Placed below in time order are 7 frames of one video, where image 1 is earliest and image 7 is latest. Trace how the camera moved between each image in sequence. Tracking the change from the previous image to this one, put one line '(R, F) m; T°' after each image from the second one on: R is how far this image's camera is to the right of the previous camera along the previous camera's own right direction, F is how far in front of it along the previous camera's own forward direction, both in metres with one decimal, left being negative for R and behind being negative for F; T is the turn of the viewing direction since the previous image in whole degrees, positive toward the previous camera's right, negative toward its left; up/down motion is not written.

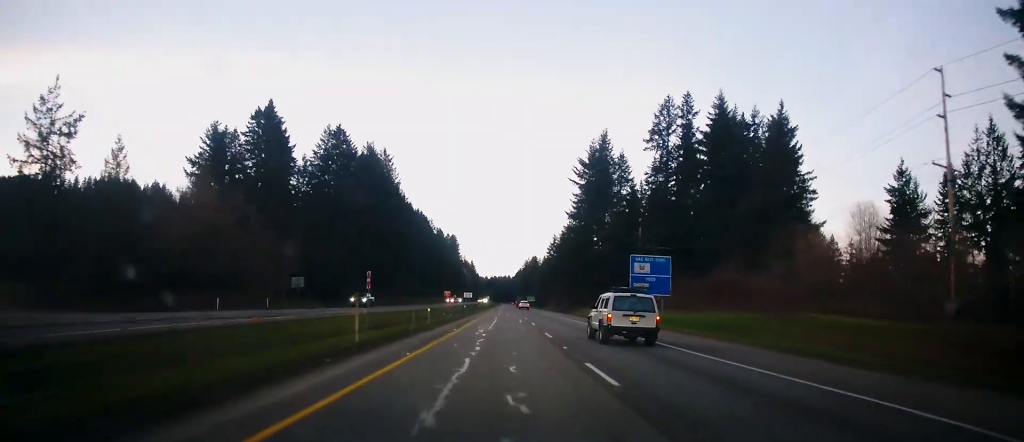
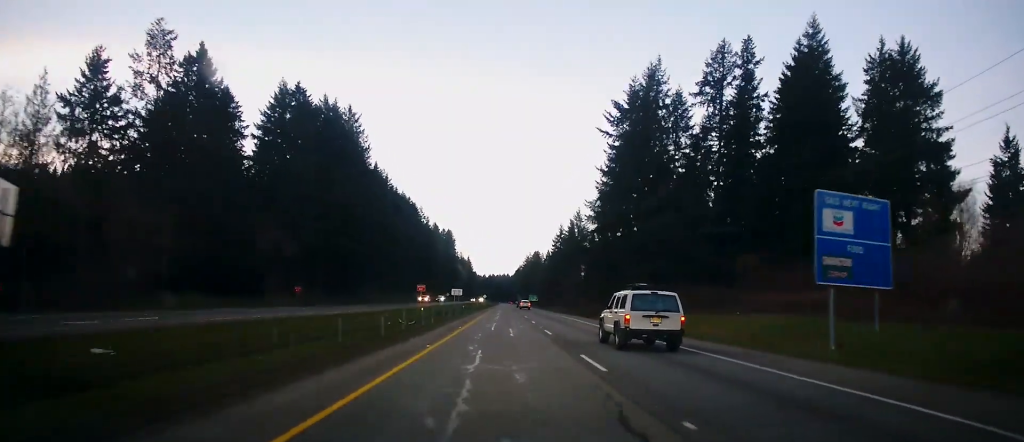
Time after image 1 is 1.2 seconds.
(+0.4, +34.7) m; +1°
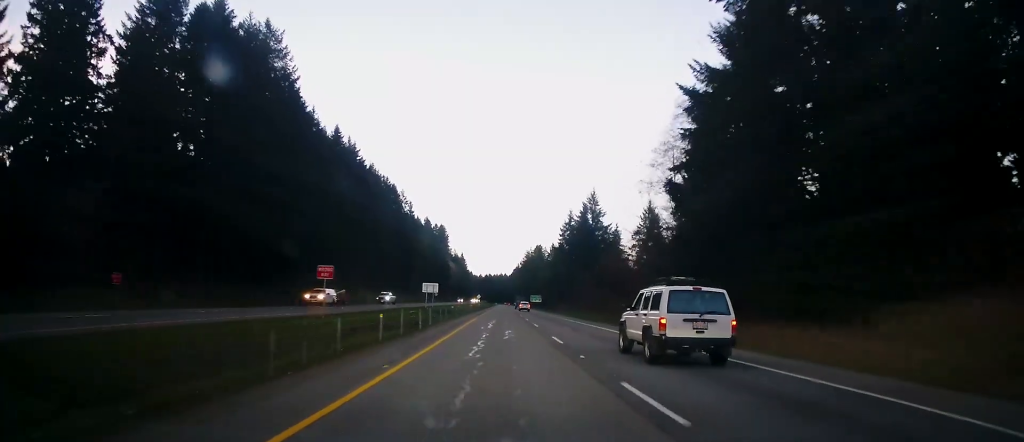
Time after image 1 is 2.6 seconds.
(+0.4, +41.6) m; 0°
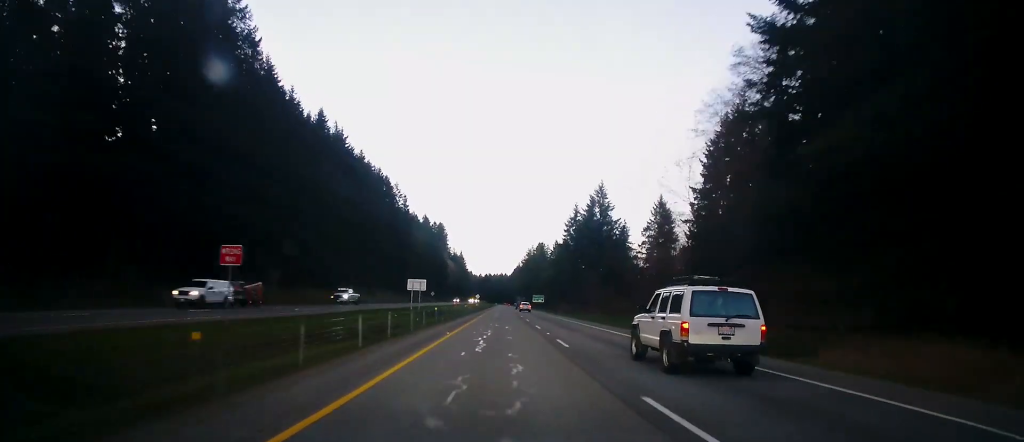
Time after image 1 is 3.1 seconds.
(0.0, +13.5) m; 0°
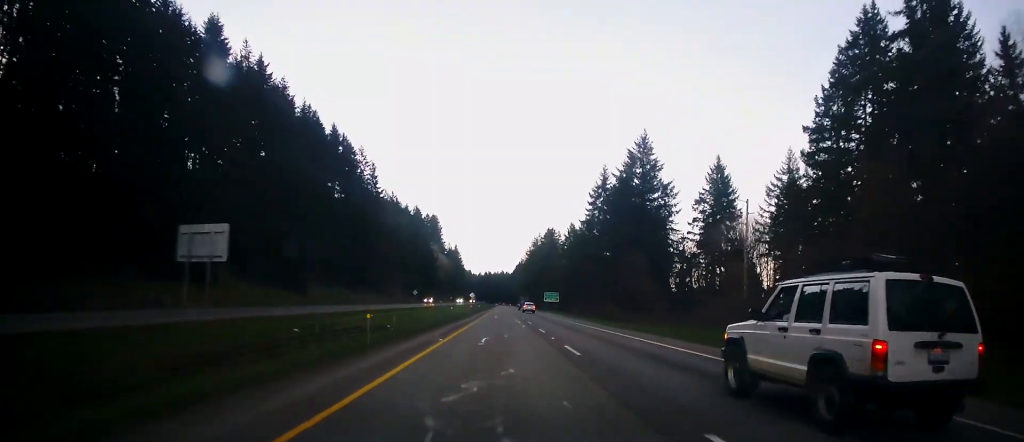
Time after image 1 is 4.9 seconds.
(0.0, +51.6) m; +1°
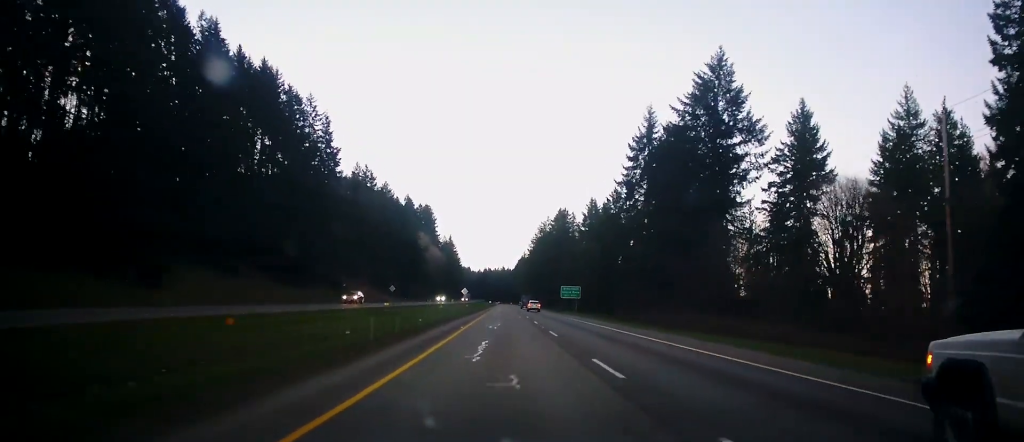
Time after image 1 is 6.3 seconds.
(0.0, +42.4) m; 0°
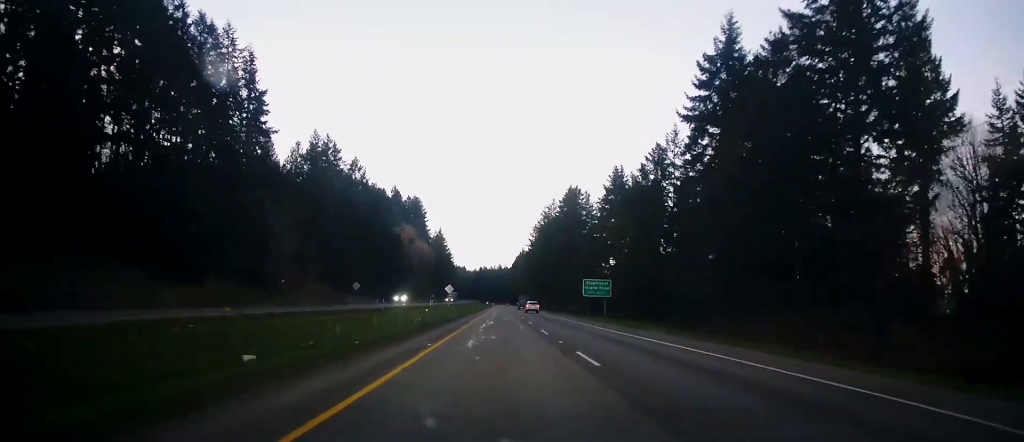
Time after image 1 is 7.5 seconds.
(-0.1, +34.6) m; 0°
